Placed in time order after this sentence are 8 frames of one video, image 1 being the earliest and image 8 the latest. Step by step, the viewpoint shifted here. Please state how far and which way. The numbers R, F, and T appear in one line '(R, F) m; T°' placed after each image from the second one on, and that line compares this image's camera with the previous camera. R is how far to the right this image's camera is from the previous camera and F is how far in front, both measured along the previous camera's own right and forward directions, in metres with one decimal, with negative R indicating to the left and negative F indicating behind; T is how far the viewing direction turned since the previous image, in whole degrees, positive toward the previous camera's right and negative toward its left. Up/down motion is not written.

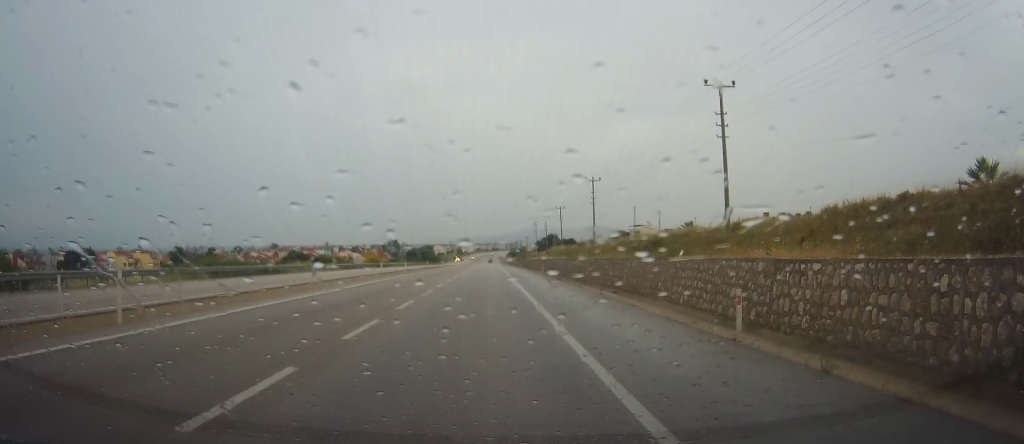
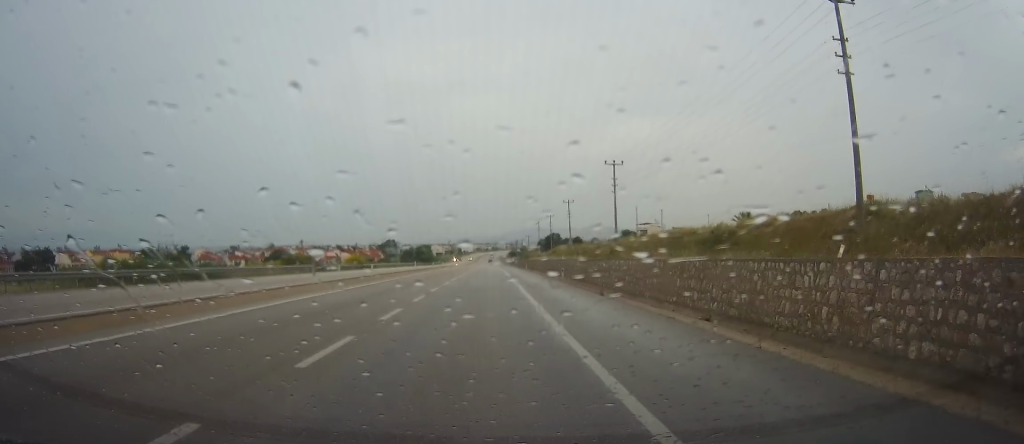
(+0.2, +14.9) m; +1°
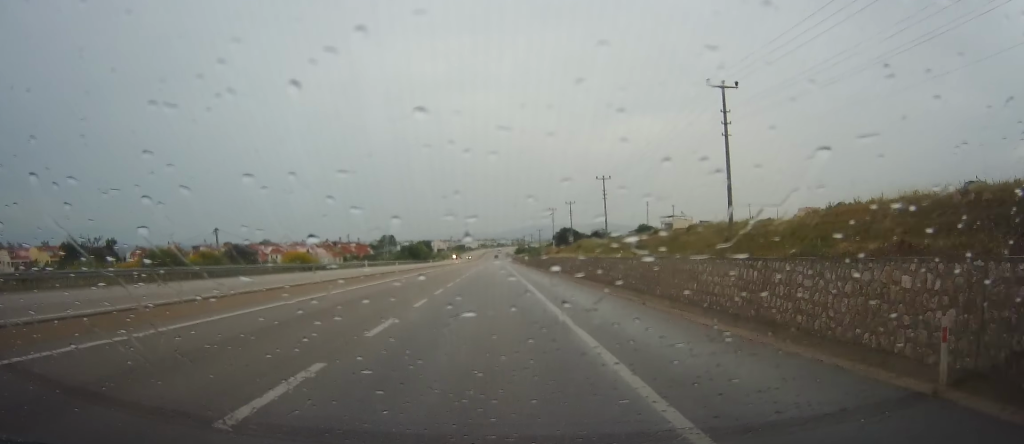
(+0.3, +32.9) m; -1°
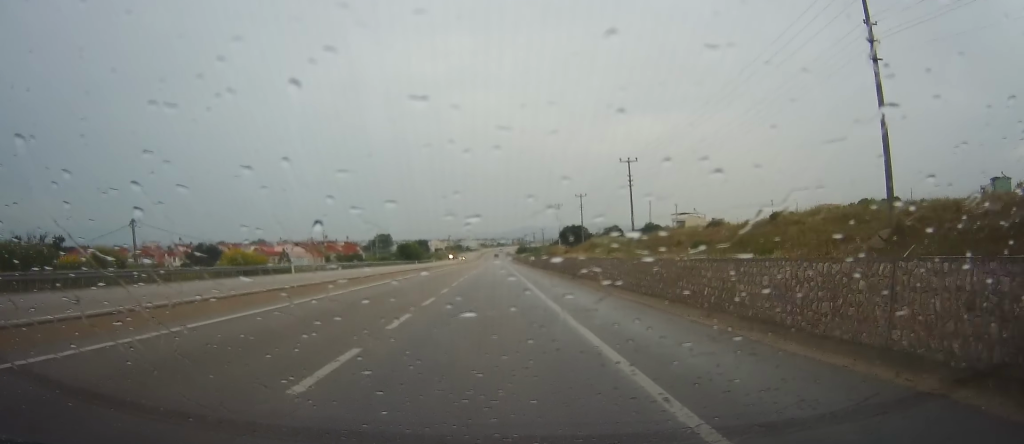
(-0.4, +16.1) m; 0°
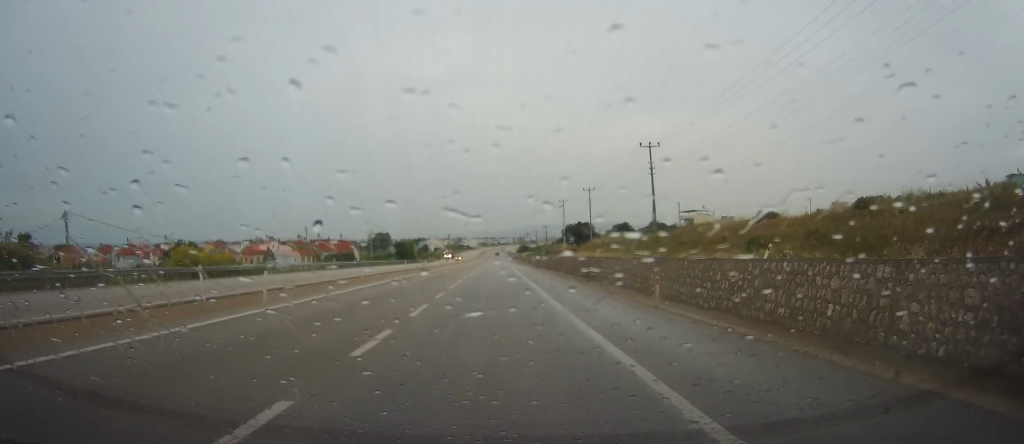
(+0.1, +9.7) m; 0°
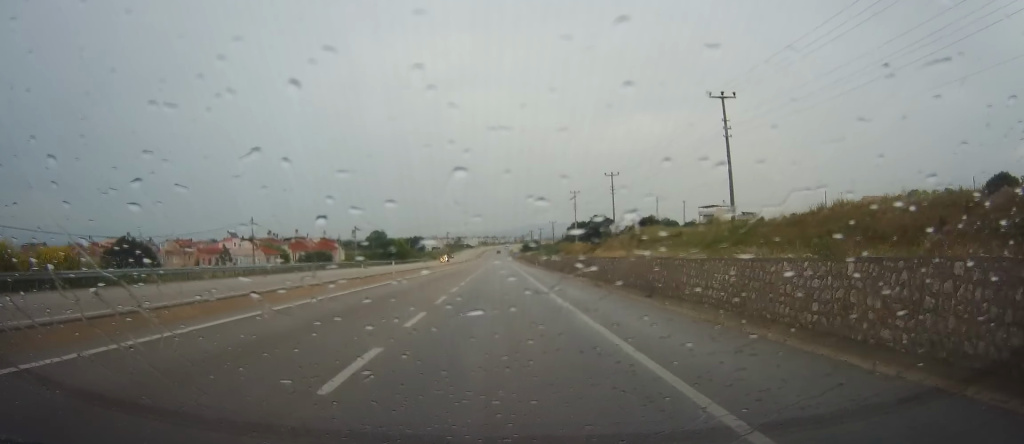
(+0.4, +20.6) m; +1°
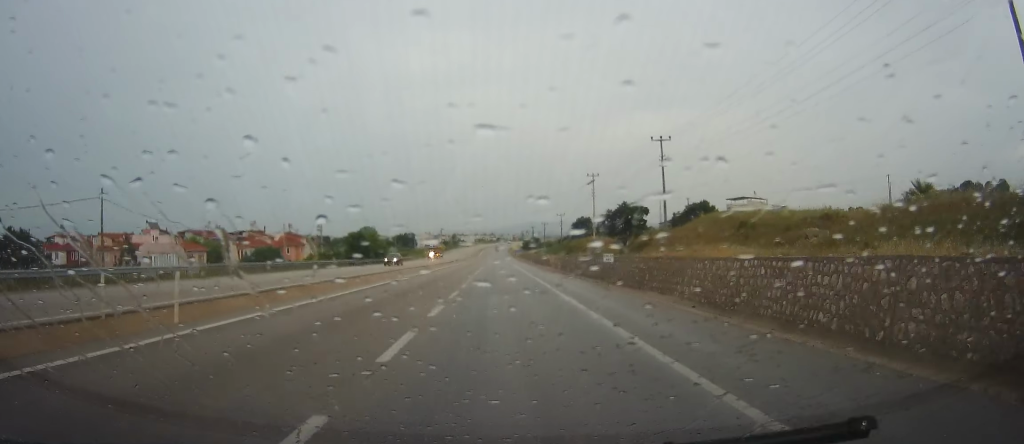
(0.0, +27.7) m; 0°
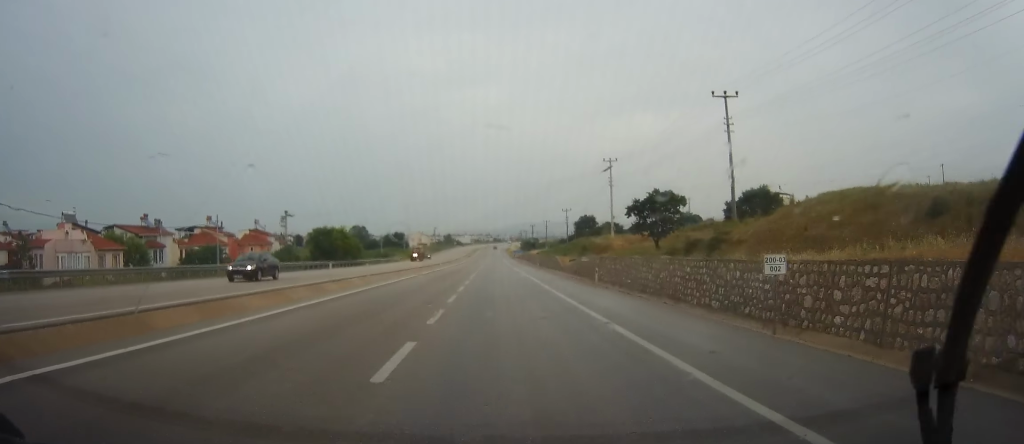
(0.0, +19.1) m; 0°
